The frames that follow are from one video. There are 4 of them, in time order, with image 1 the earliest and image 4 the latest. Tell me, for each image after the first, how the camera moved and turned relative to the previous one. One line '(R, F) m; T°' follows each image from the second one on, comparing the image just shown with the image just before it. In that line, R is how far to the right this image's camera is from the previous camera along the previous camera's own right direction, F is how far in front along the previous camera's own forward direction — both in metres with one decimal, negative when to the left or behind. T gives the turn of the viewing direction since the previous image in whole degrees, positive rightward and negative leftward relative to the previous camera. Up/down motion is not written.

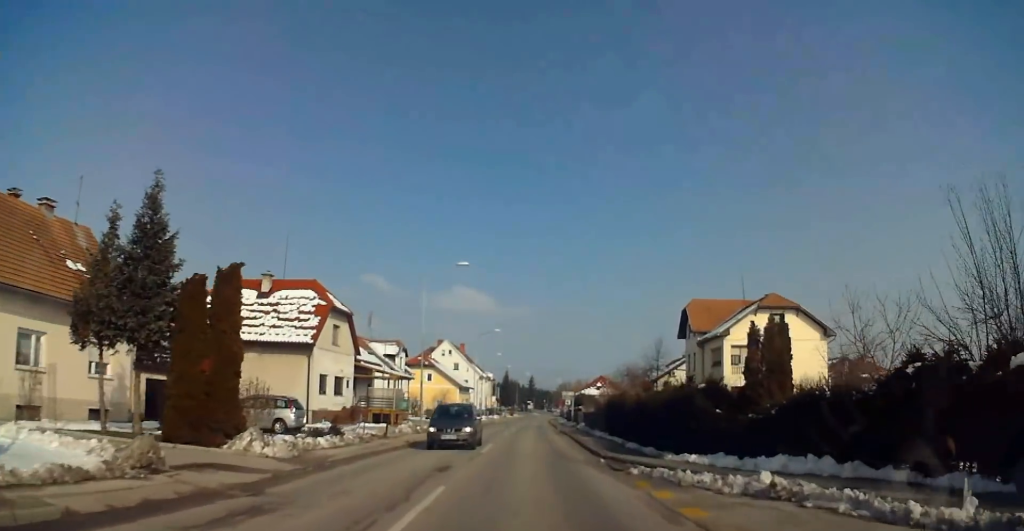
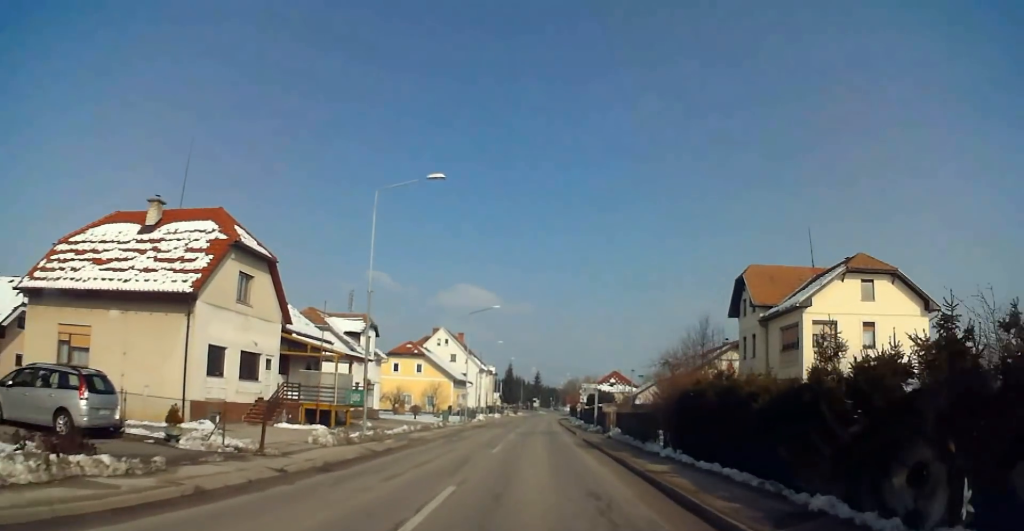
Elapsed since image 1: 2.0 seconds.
(+0.7, +15.8) m; 0°
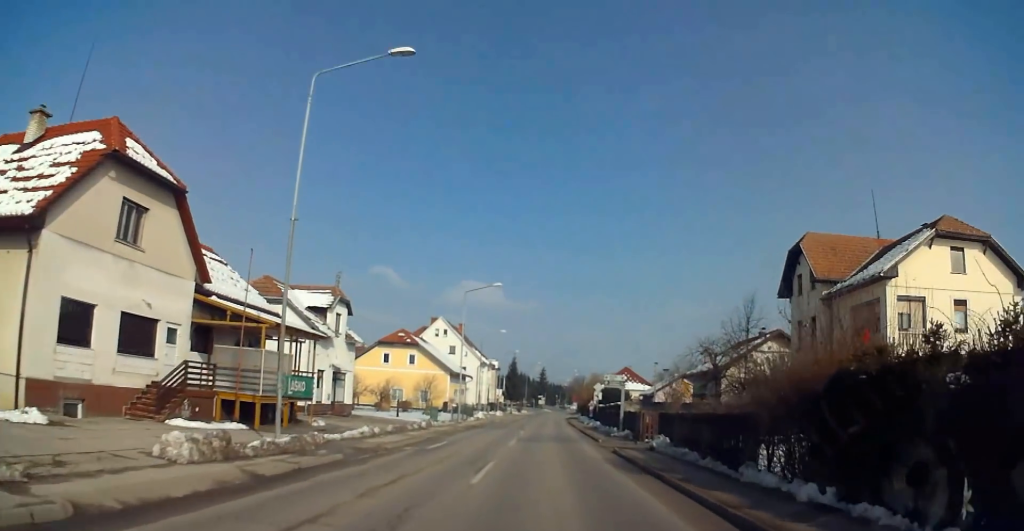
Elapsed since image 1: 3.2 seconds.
(-0.4, +10.0) m; 0°
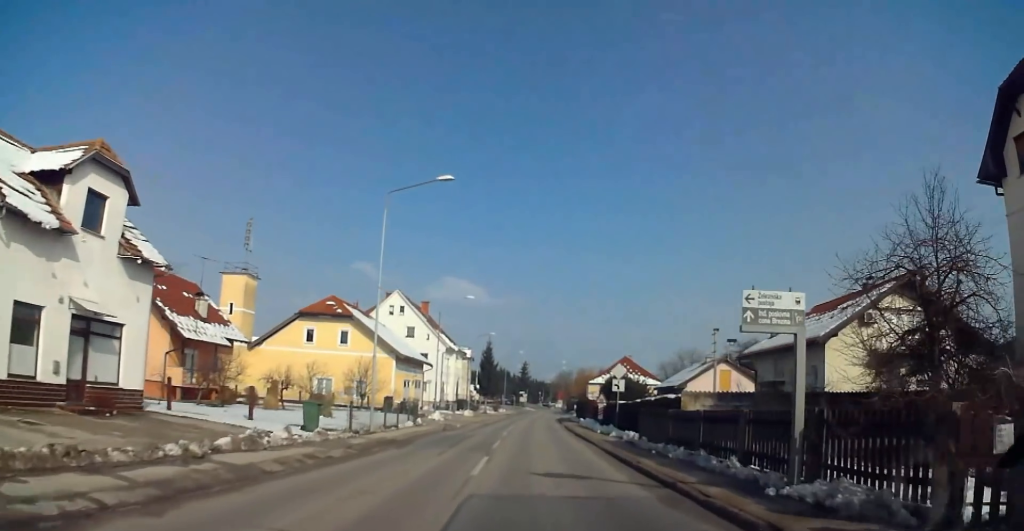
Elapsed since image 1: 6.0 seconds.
(+0.4, +23.7) m; 0°
